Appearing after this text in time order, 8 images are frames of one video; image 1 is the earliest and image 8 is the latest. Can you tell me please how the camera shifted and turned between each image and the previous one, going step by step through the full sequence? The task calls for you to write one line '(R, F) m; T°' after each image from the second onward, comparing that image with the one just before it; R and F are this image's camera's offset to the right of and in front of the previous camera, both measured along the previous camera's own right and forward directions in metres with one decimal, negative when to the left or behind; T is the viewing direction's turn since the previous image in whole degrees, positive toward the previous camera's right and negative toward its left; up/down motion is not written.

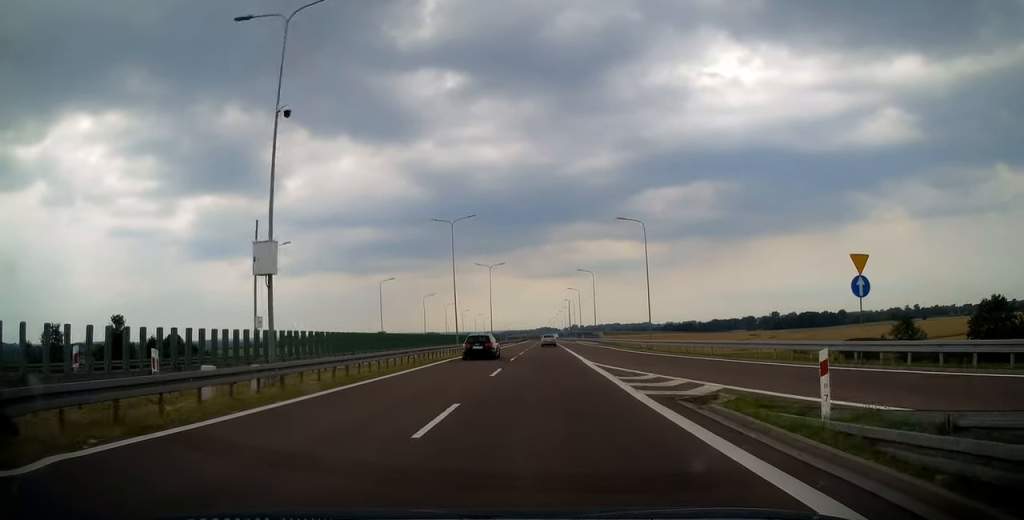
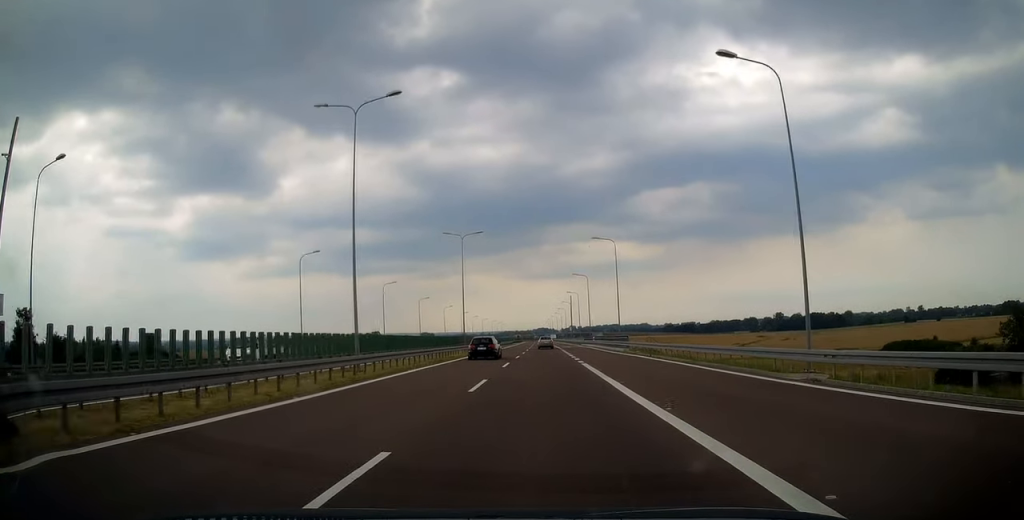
(-0.4, +29.0) m; -1°
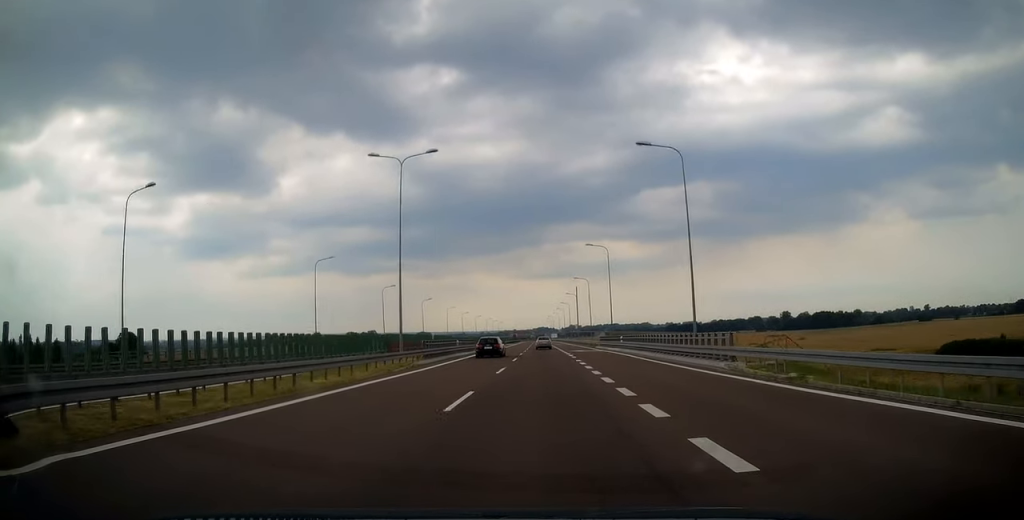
(+0.2, +27.9) m; 0°
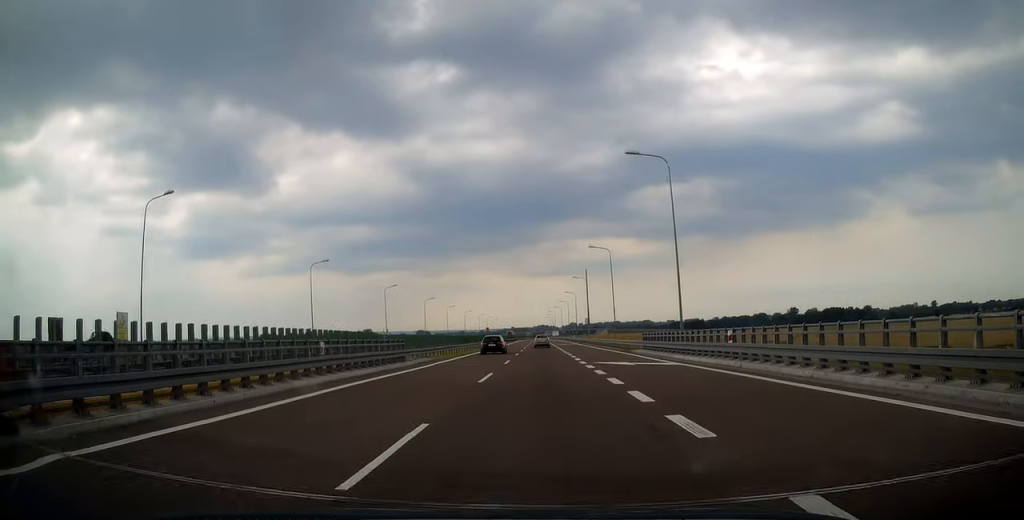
(0.0, +30.0) m; 0°
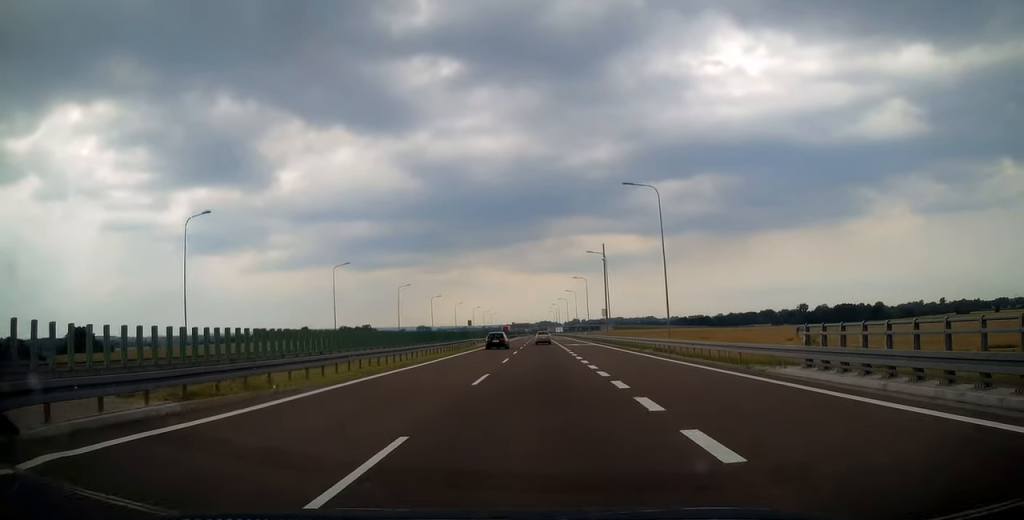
(0.0, +25.3) m; 0°
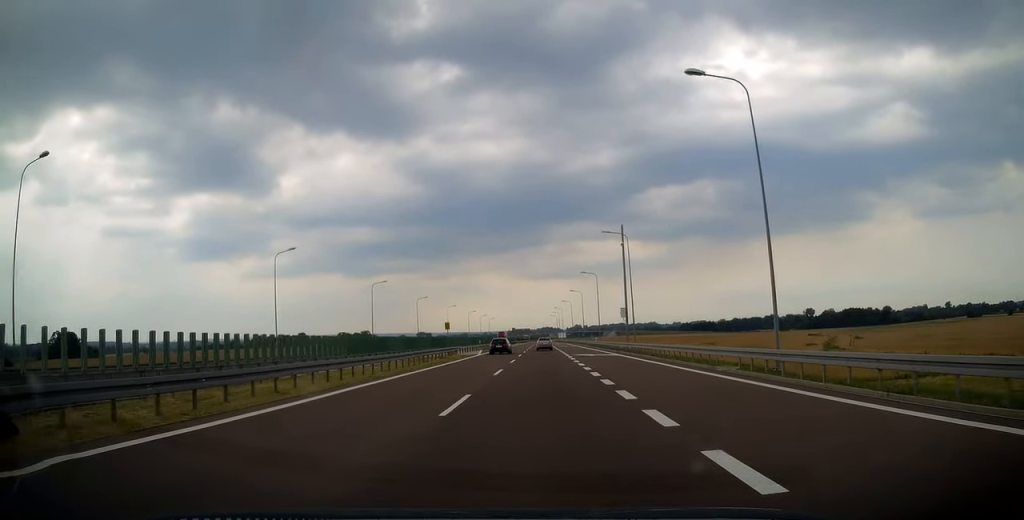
(+0.1, +17.0) m; 0°
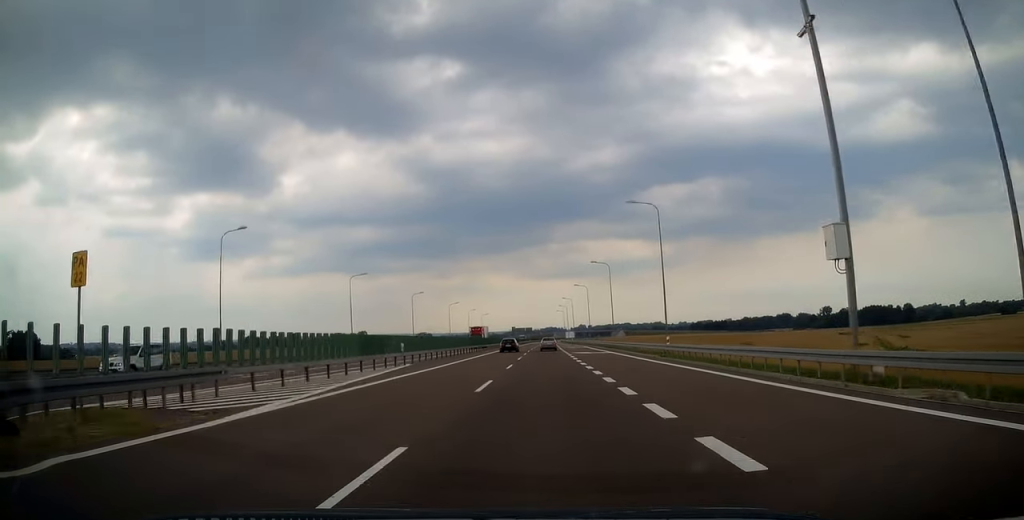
(-0.3, +43.3) m; -1°
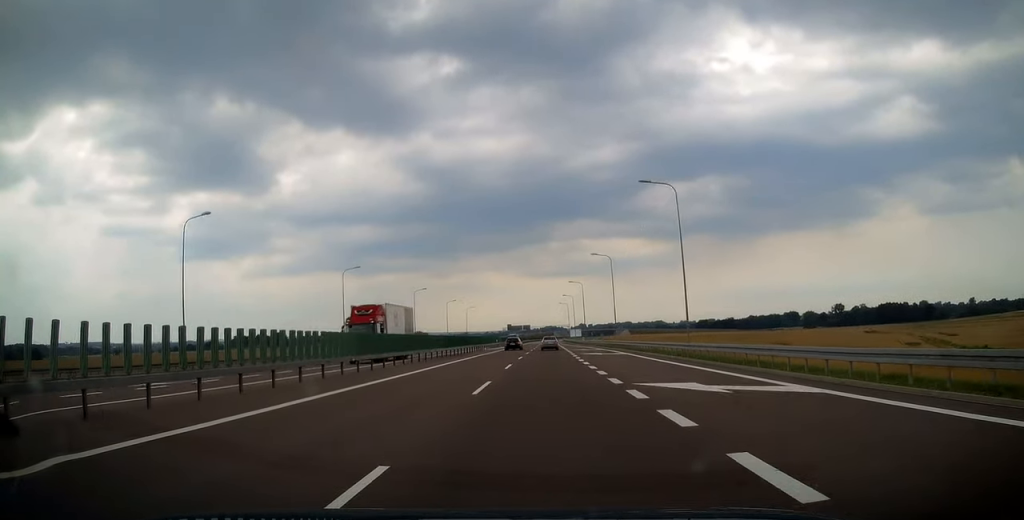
(0.0, +37.2) m; 0°
